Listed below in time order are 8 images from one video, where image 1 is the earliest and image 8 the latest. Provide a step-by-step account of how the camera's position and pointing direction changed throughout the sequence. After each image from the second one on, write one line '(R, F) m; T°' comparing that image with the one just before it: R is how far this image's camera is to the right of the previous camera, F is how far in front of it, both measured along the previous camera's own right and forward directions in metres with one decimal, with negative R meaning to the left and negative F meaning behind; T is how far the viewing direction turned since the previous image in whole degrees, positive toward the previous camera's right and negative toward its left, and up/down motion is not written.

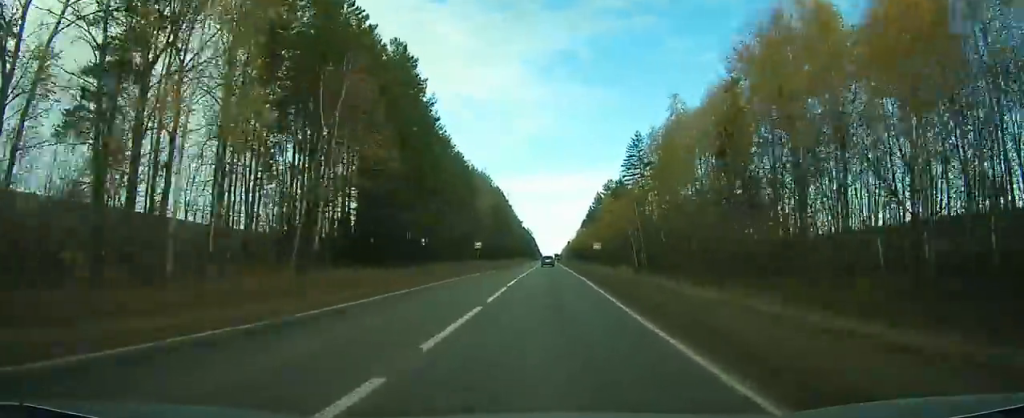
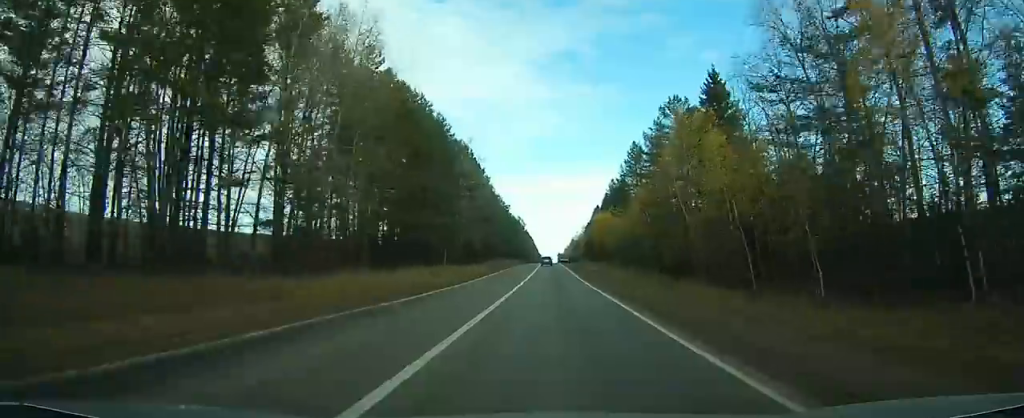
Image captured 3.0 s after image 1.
(+0.1, +83.8) m; 0°
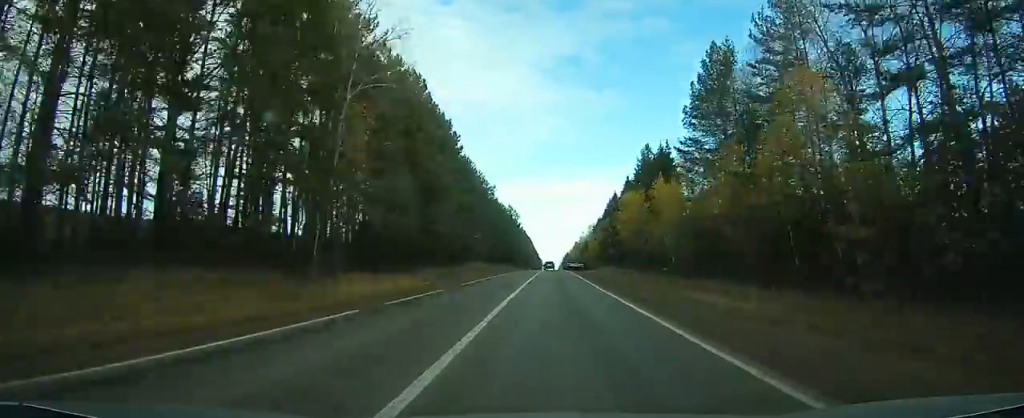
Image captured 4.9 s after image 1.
(-0.2, +53.5) m; -1°
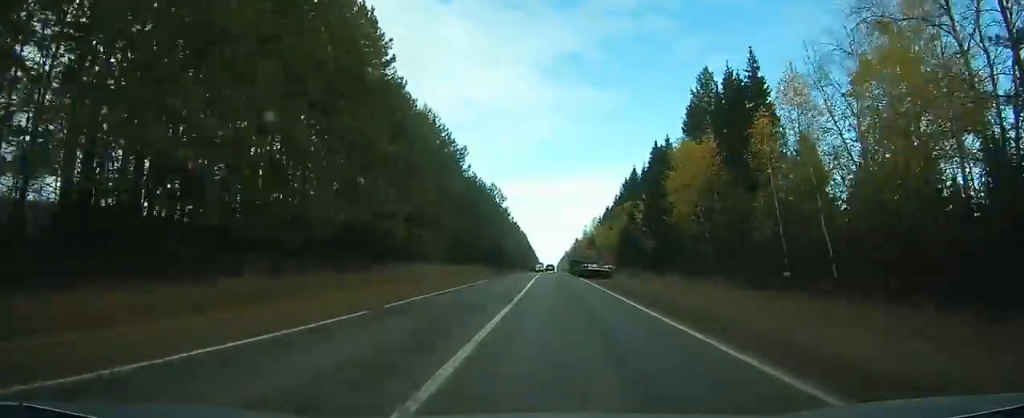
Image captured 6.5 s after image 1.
(-0.2, +41.9) m; +3°
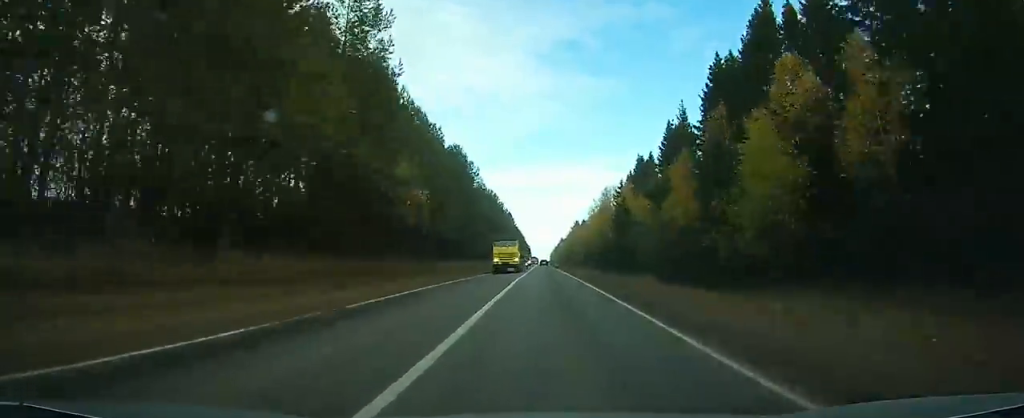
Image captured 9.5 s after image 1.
(+4.0, +80.5) m; -4°
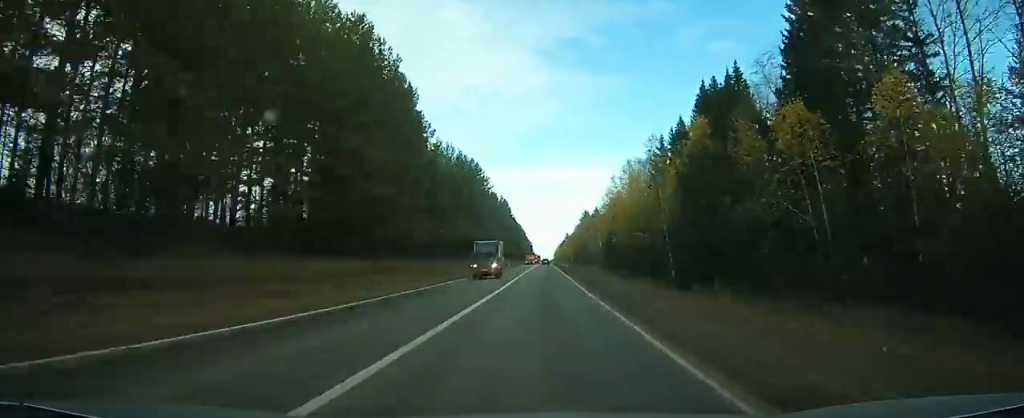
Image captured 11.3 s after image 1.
(-7.8, +48.2) m; -4°
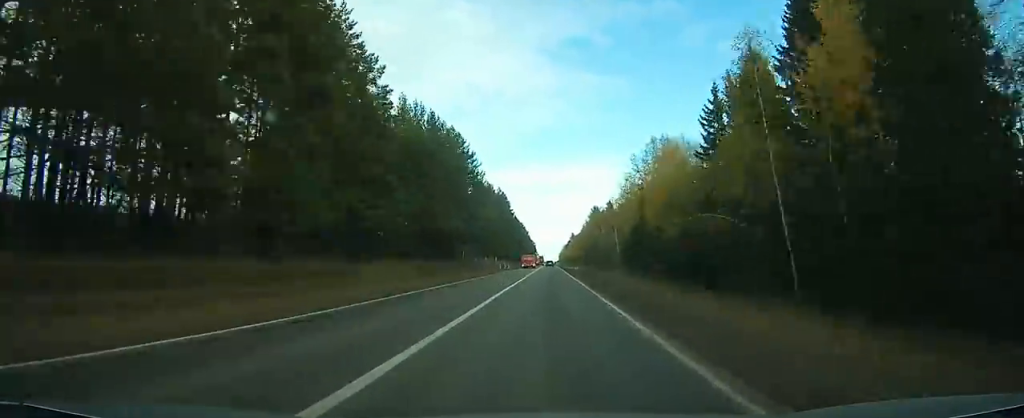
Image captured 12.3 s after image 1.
(+2.4, +28.7) m; +3°
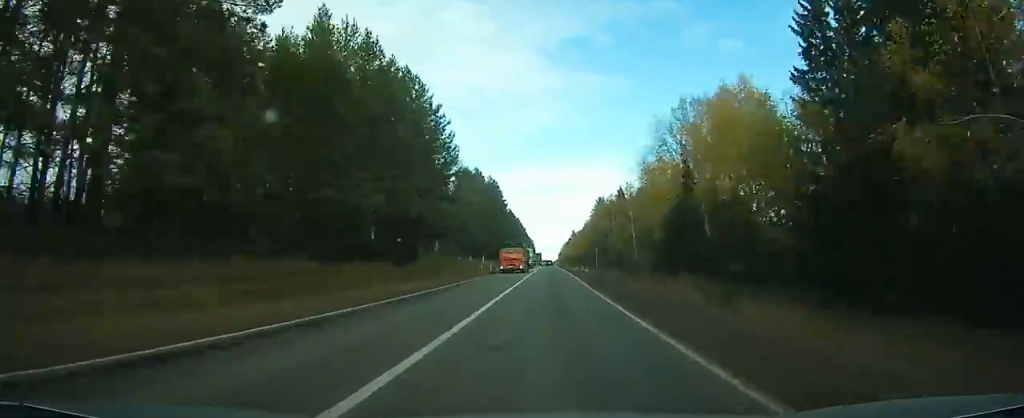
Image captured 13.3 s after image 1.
(+1.0, +27.0) m; +2°
